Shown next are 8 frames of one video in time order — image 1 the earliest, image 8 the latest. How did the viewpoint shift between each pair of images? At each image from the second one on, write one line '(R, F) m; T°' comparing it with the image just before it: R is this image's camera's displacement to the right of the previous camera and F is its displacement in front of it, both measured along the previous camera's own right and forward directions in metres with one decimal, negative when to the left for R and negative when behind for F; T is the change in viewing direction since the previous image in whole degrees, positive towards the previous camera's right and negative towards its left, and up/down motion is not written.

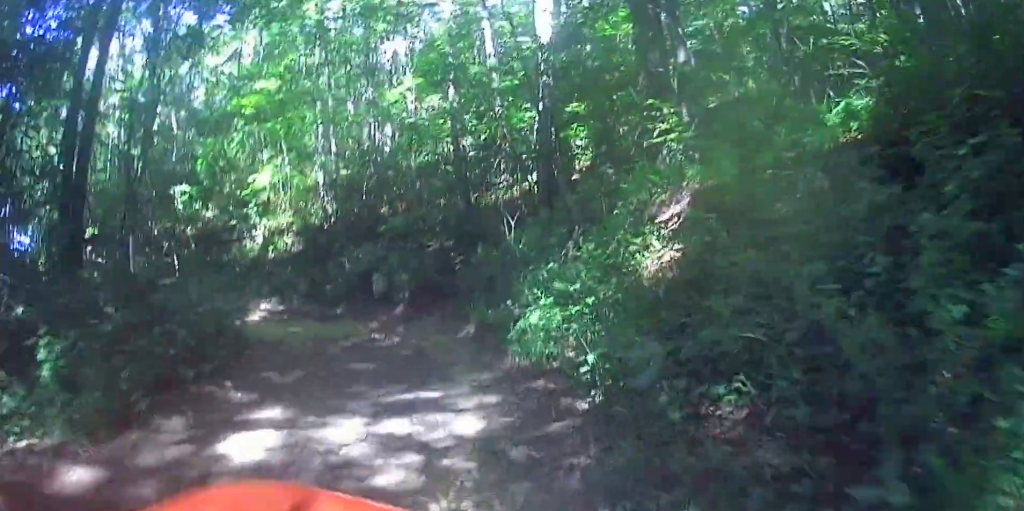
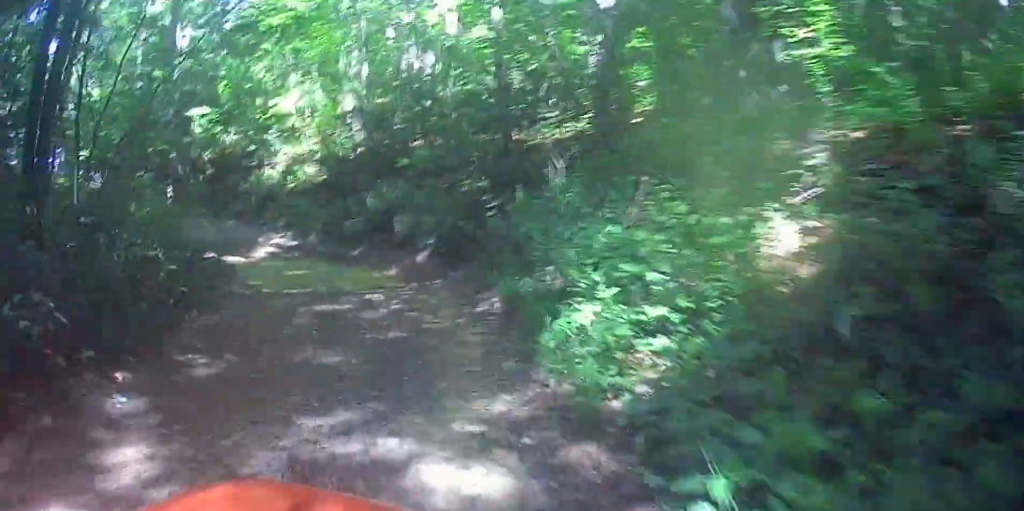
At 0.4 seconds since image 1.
(+0.1, +2.4) m; -1°
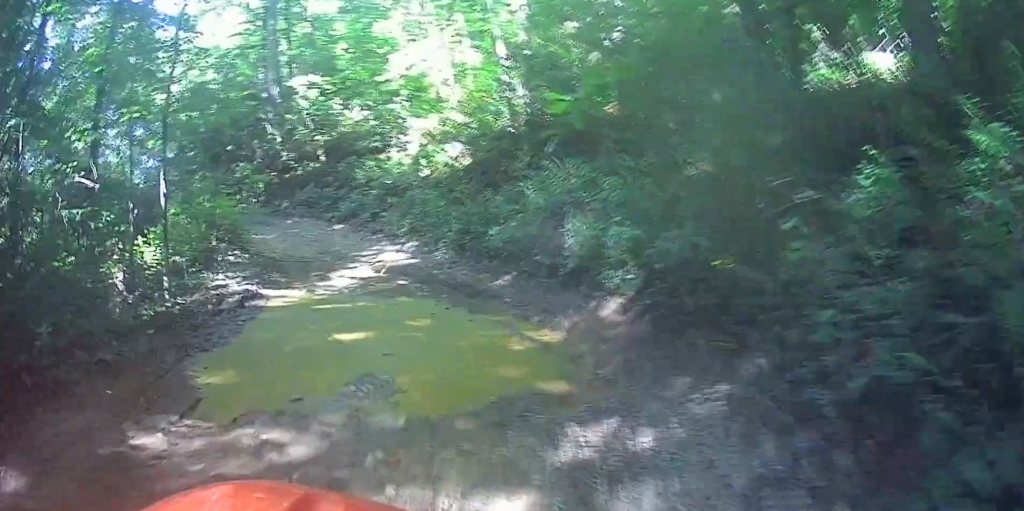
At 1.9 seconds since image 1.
(-1.2, +9.1) m; -16°
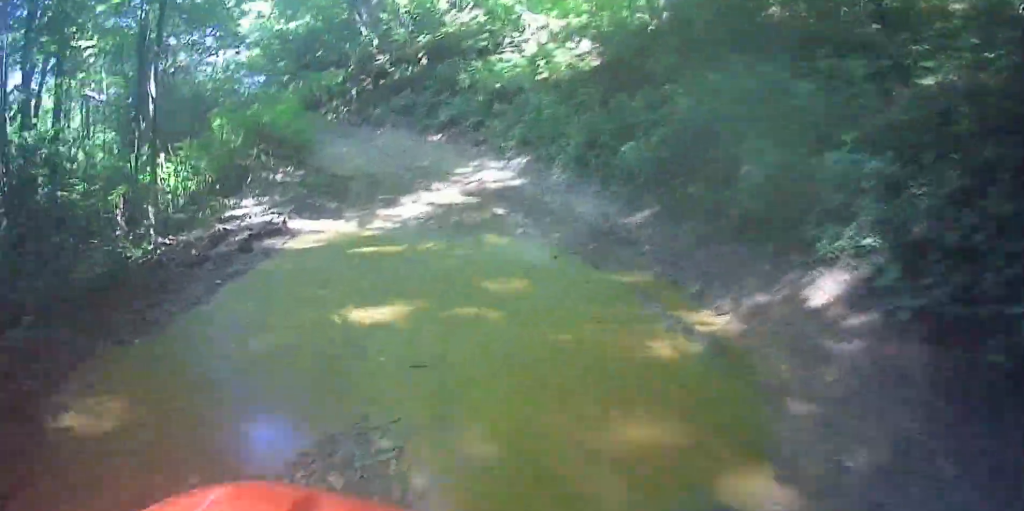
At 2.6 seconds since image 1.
(-0.5, +4.1) m; -4°
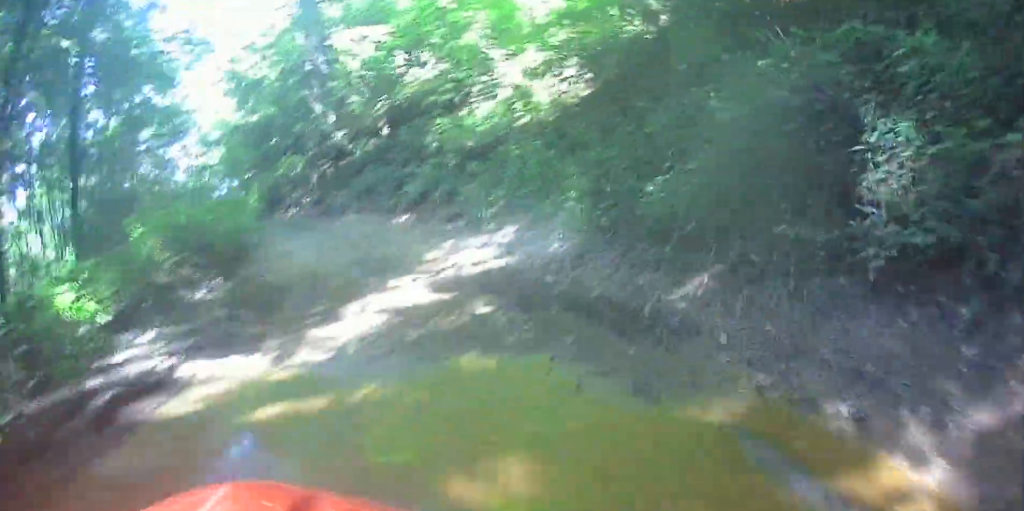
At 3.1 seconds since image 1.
(+0.2, +2.9) m; +1°
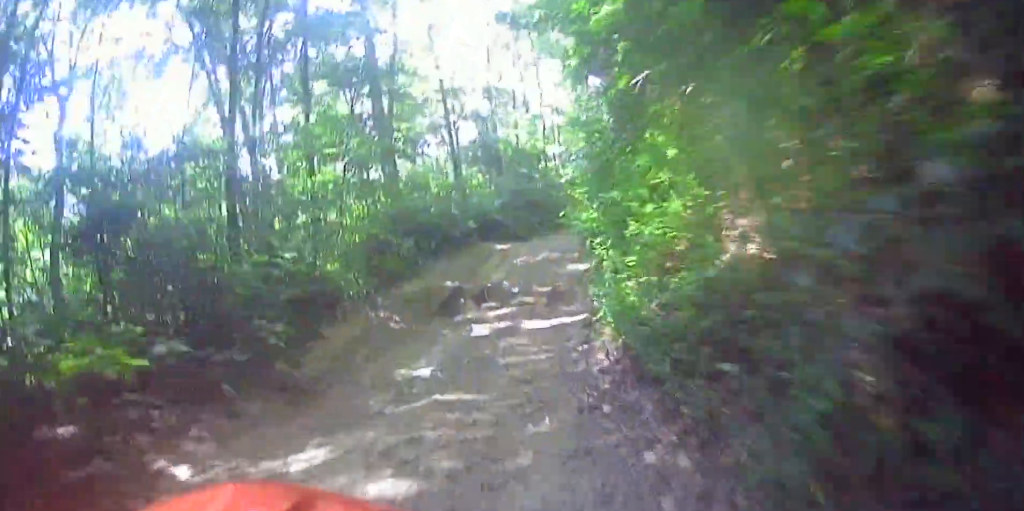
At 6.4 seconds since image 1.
(-2.2, +16.1) m; -40°
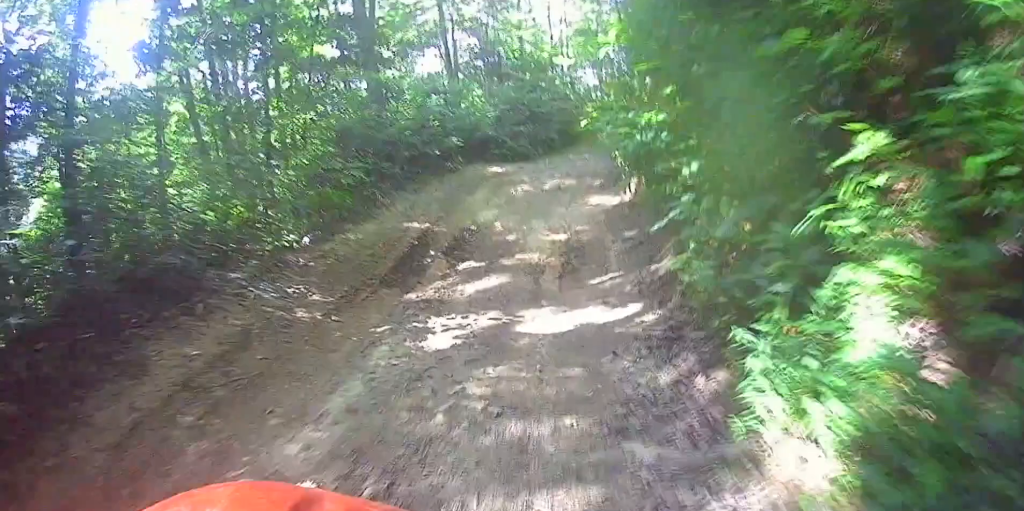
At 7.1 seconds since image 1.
(-0.7, +3.0) m; -16°
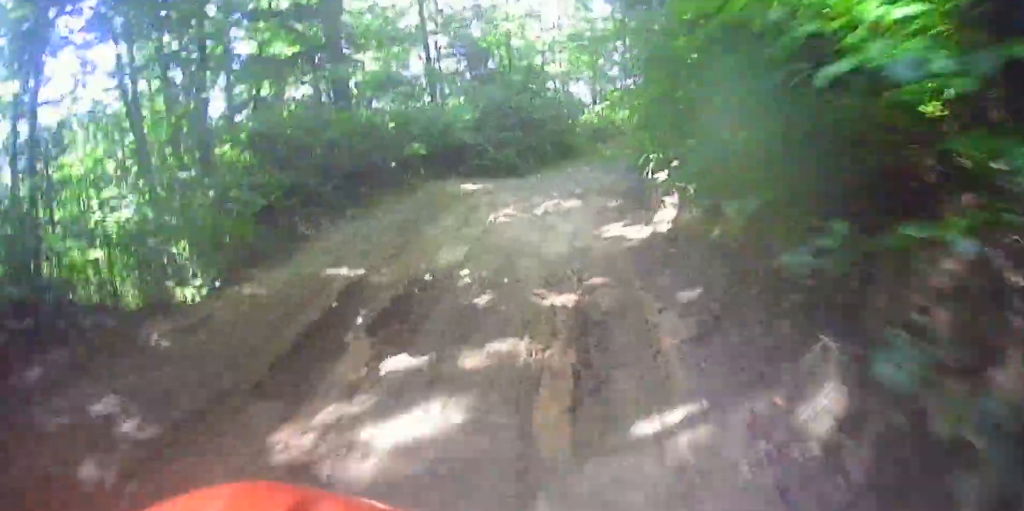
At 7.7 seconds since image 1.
(-0.2, +2.5) m; -10°
